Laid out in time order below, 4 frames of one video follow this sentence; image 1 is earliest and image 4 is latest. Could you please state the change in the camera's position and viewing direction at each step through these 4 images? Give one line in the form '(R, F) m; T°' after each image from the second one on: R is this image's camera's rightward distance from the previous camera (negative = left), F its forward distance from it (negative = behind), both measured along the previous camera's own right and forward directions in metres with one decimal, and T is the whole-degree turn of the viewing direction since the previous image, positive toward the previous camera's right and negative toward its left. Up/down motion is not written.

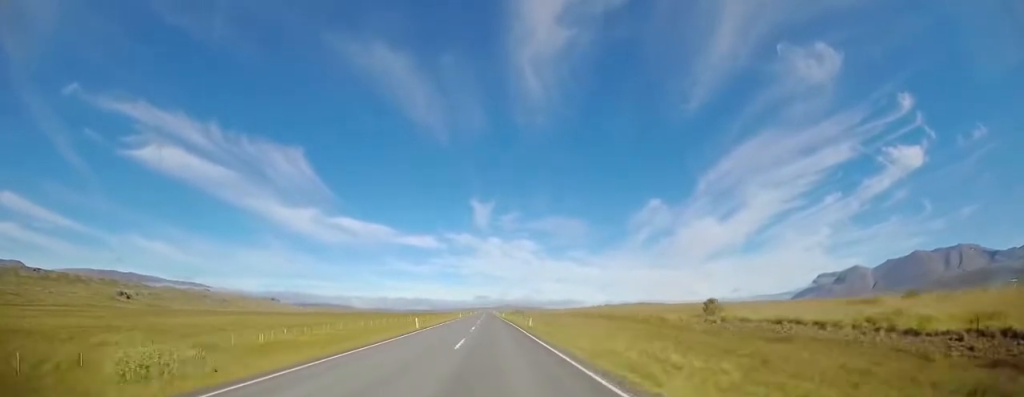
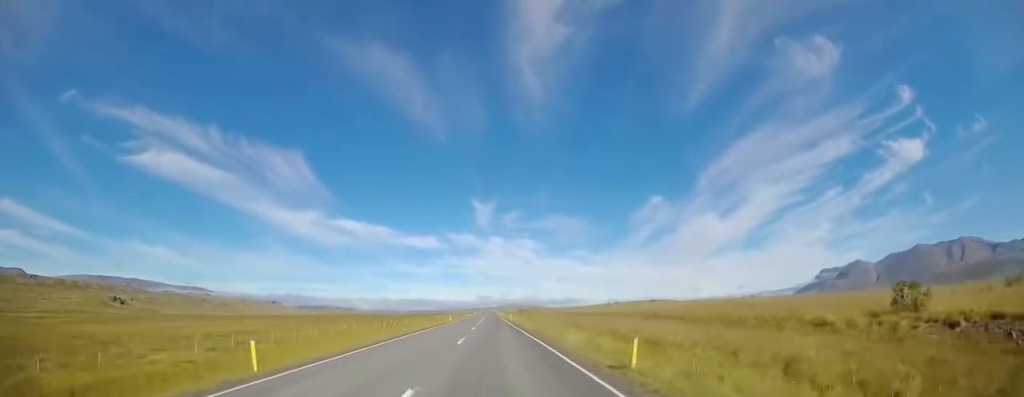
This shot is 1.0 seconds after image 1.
(-0.1, +23.2) m; -1°
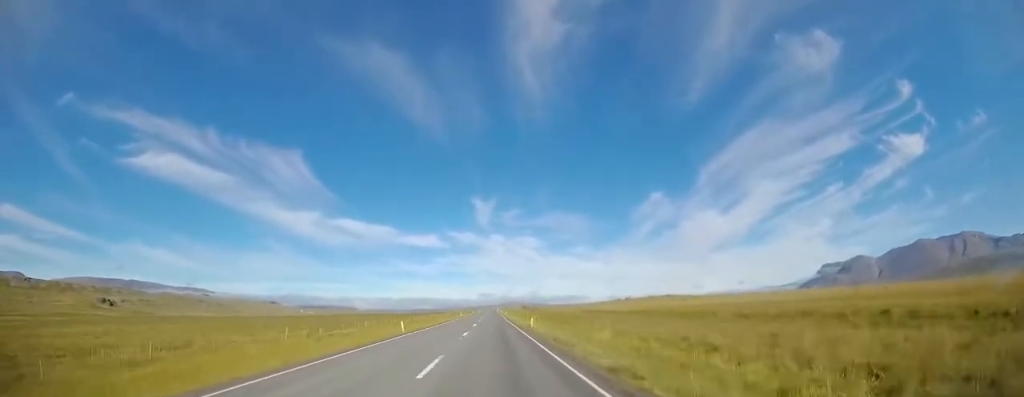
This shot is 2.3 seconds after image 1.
(-0.2, +32.0) m; 0°
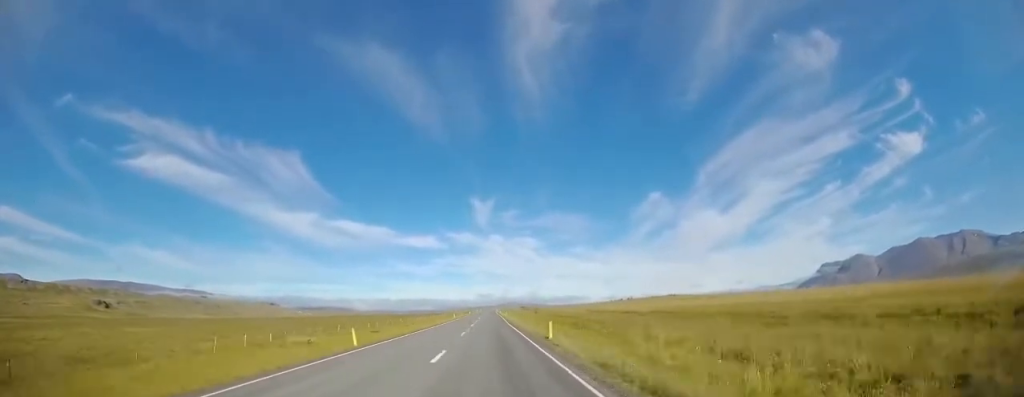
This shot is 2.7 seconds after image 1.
(0.0, +9.6) m; 0°
